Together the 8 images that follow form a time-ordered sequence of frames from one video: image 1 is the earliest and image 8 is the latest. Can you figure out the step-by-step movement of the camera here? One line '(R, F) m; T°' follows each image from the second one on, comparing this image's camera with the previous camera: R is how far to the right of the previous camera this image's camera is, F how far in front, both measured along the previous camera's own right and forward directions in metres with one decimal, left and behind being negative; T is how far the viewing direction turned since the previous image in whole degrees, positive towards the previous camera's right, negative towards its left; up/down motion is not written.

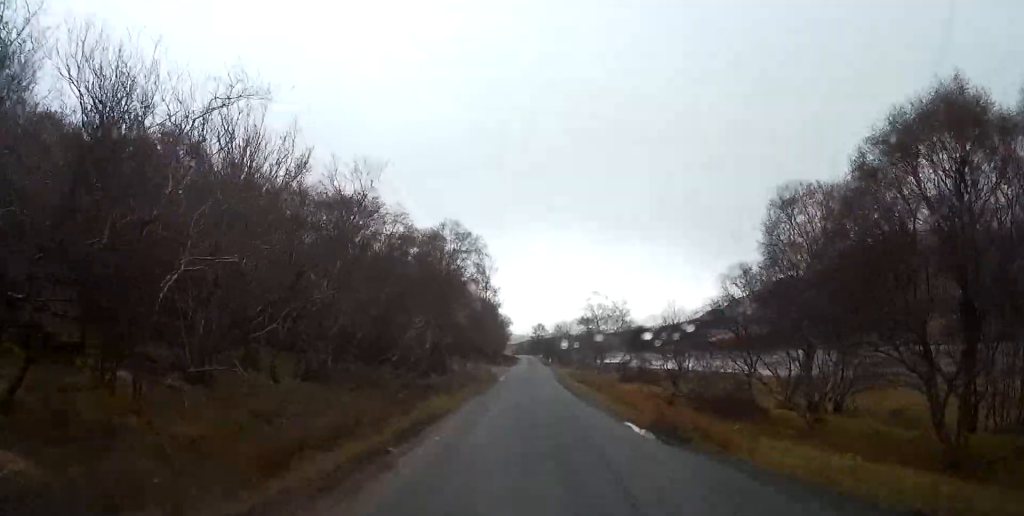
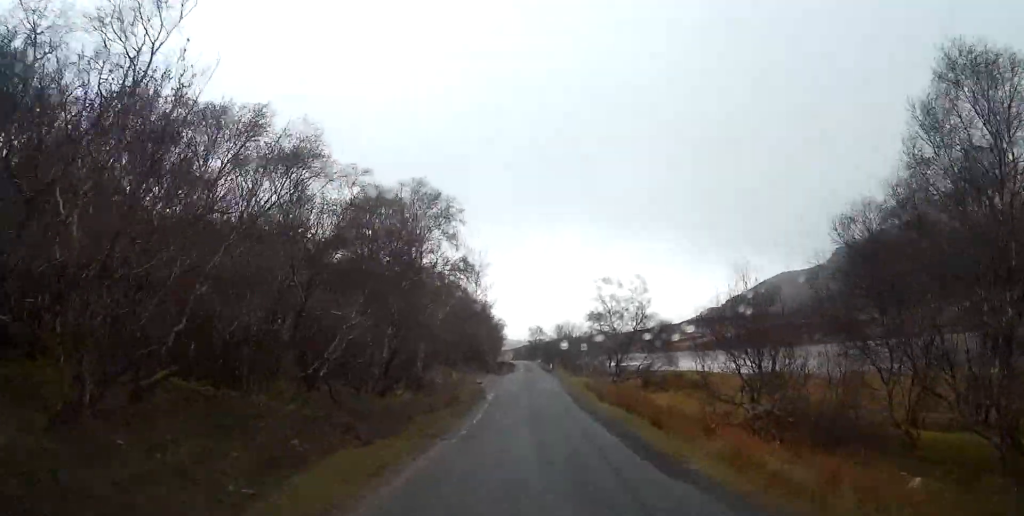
(0.0, +10.8) m; 0°
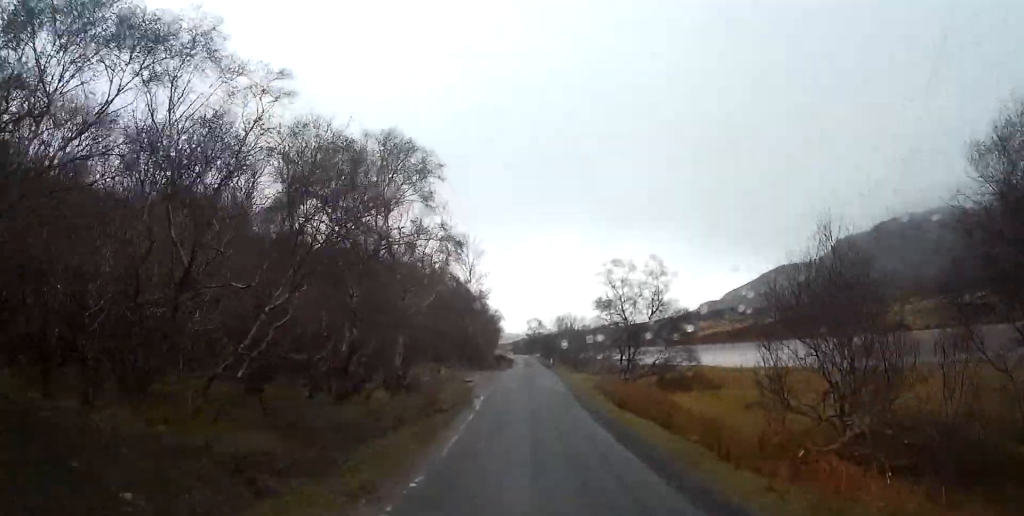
(+0.1, +5.9) m; 0°
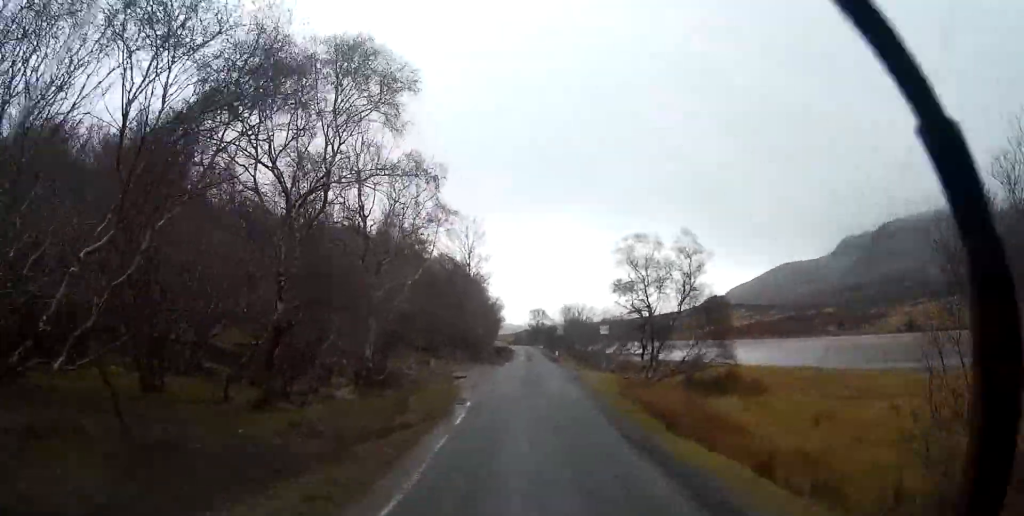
(0.0, +6.4) m; 0°
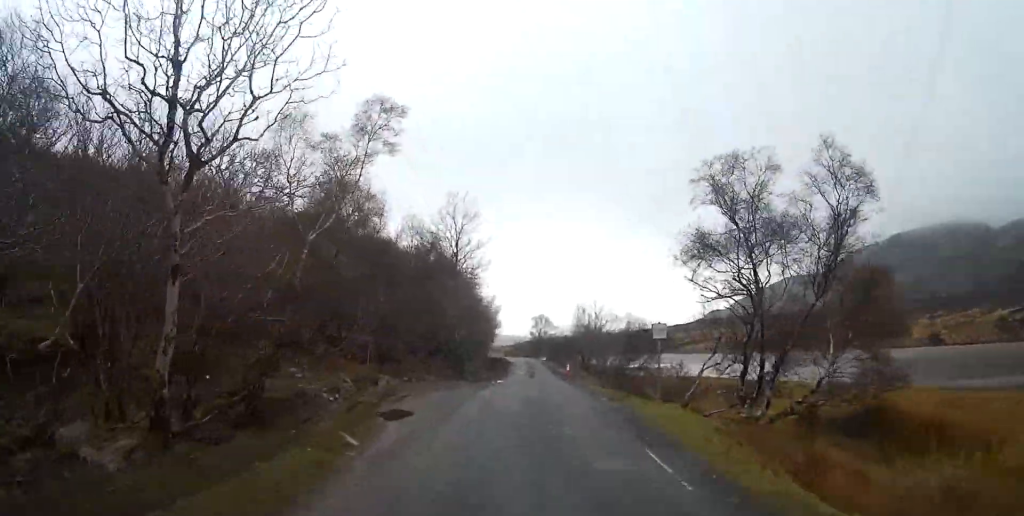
(-0.1, +14.9) m; 0°
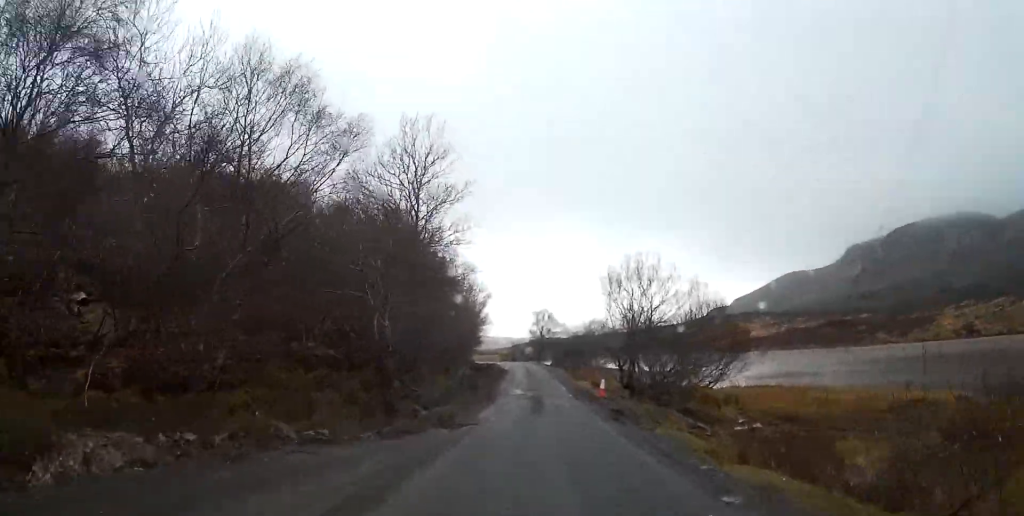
(+0.2, +20.1) m; 0°
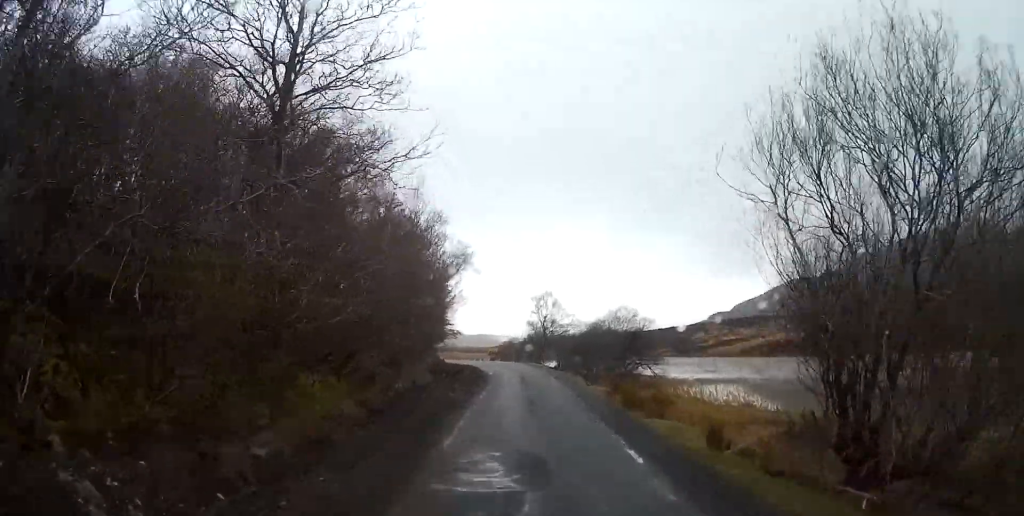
(-0.2, +21.5) m; 0°
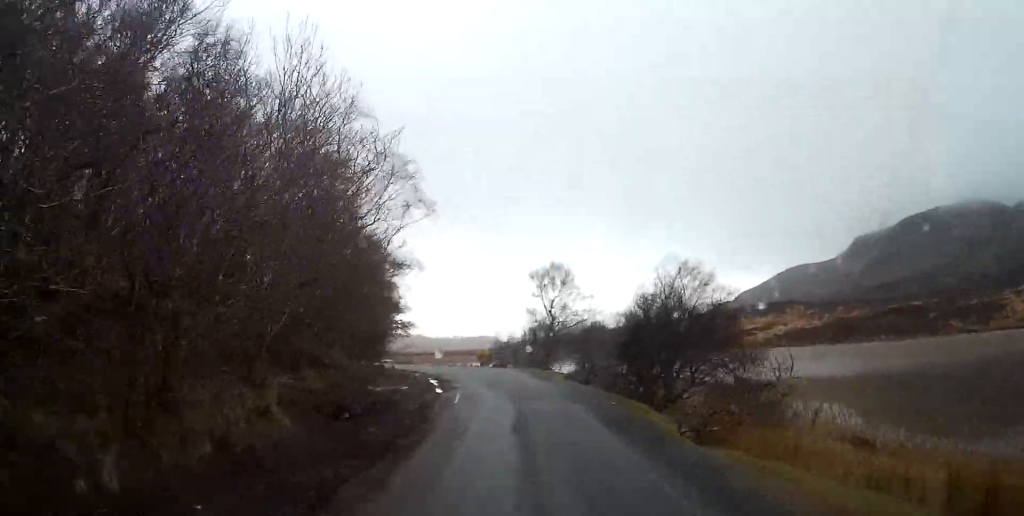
(+0.3, +19.4) m; 0°
